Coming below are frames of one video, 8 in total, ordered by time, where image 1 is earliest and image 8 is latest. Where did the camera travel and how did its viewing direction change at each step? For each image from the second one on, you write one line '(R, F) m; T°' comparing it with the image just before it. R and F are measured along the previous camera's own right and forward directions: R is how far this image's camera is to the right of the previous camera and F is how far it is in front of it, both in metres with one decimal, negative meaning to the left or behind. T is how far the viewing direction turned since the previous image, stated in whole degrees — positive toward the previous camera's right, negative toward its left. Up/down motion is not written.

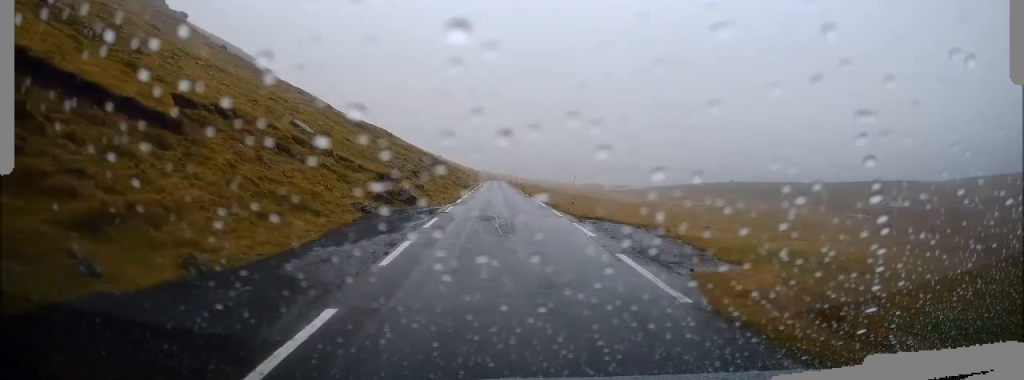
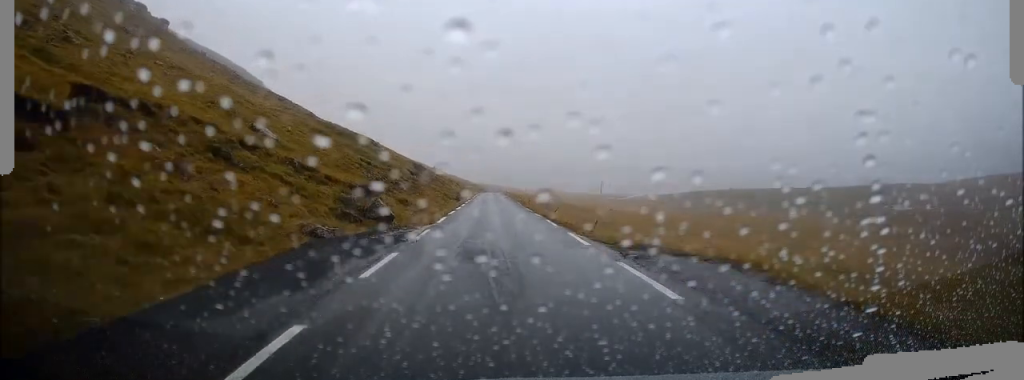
(0.0, +7.1) m; 0°
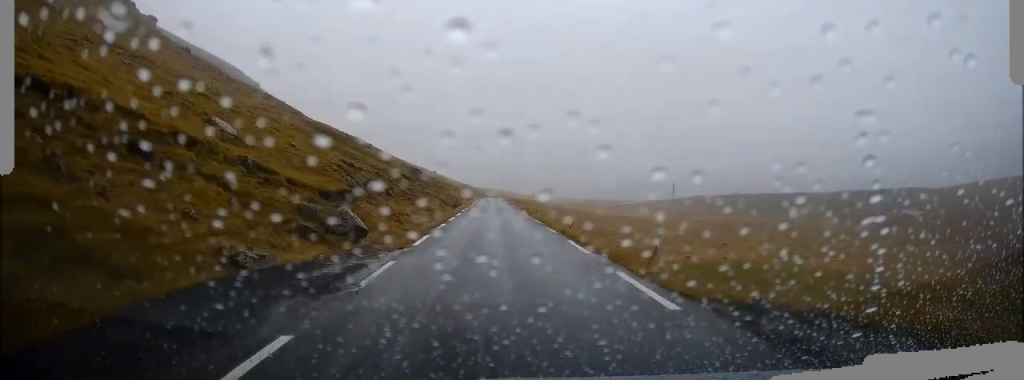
(0.0, +6.7) m; -1°
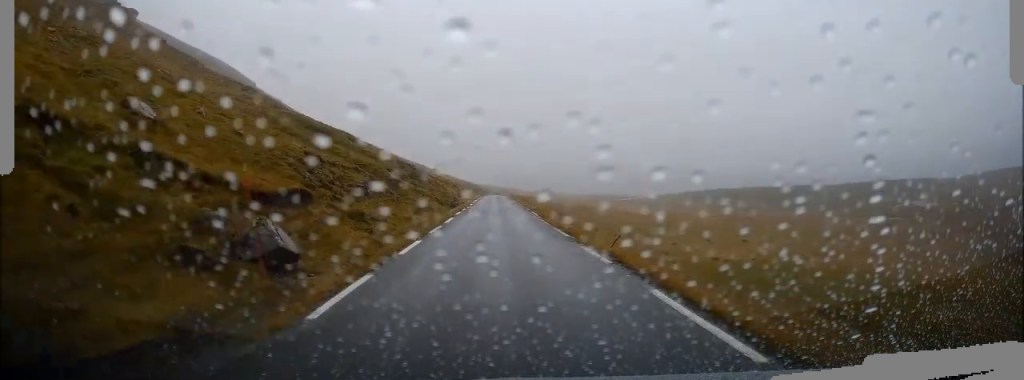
(-0.1, +8.3) m; -1°
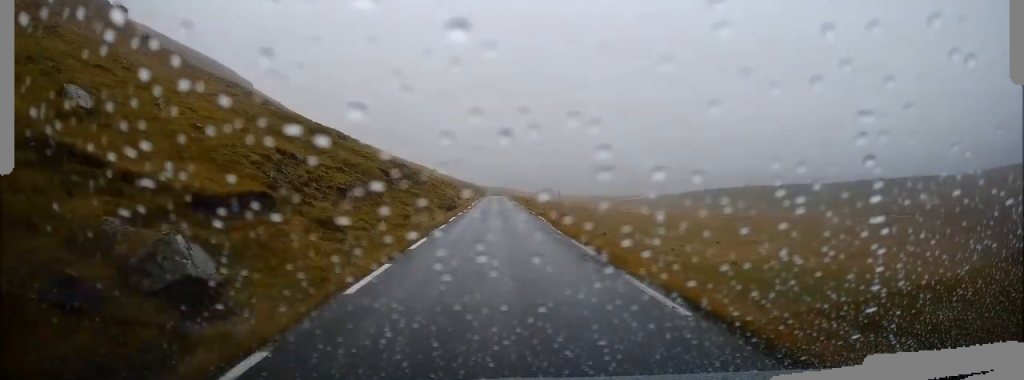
(0.0, +4.5) m; 0°
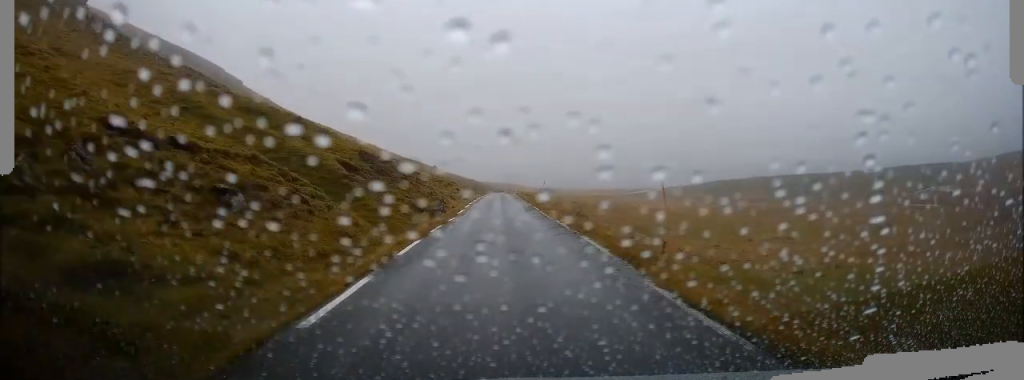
(-0.1, +13.5) m; -1°
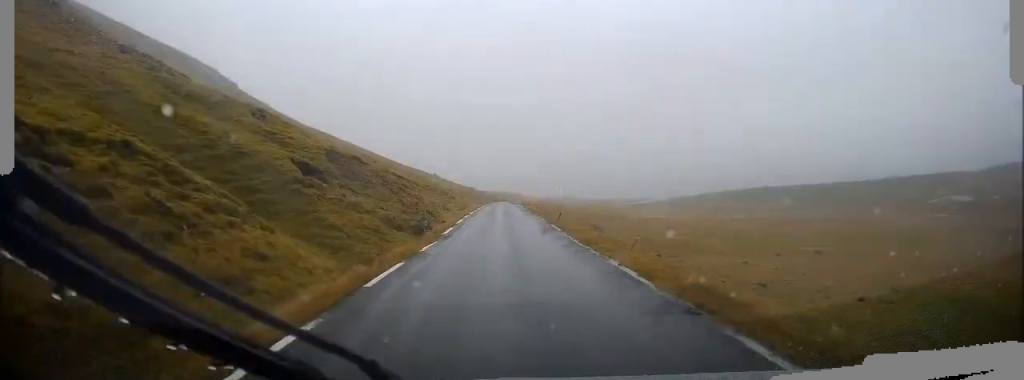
(0.0, +8.7) m; +1°
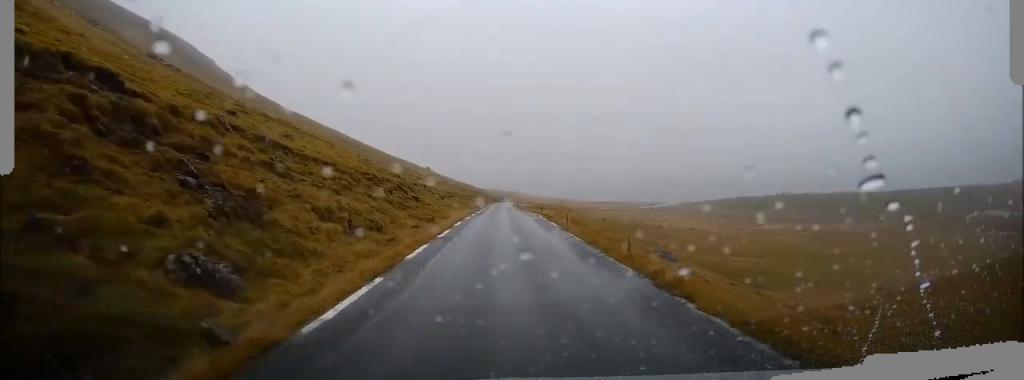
(+1.1, +26.8) m; 0°
